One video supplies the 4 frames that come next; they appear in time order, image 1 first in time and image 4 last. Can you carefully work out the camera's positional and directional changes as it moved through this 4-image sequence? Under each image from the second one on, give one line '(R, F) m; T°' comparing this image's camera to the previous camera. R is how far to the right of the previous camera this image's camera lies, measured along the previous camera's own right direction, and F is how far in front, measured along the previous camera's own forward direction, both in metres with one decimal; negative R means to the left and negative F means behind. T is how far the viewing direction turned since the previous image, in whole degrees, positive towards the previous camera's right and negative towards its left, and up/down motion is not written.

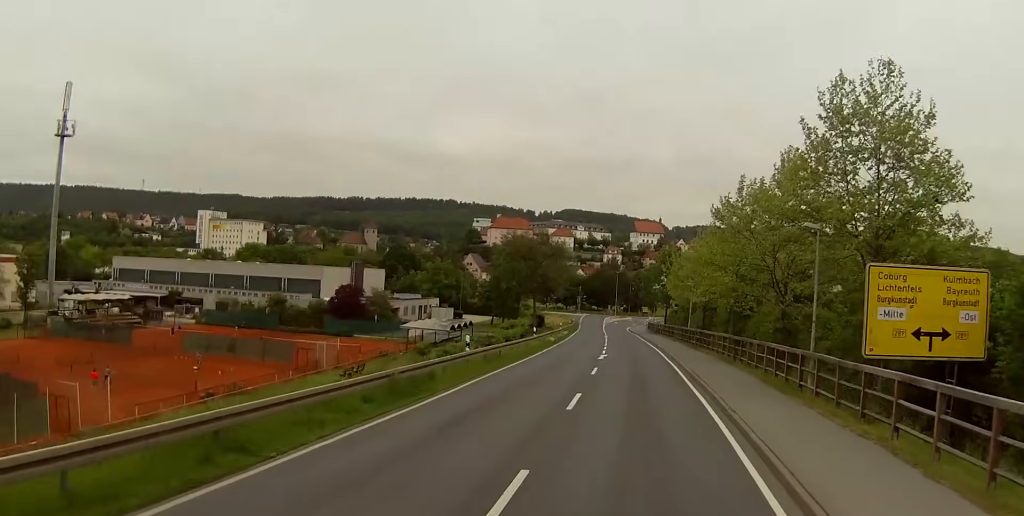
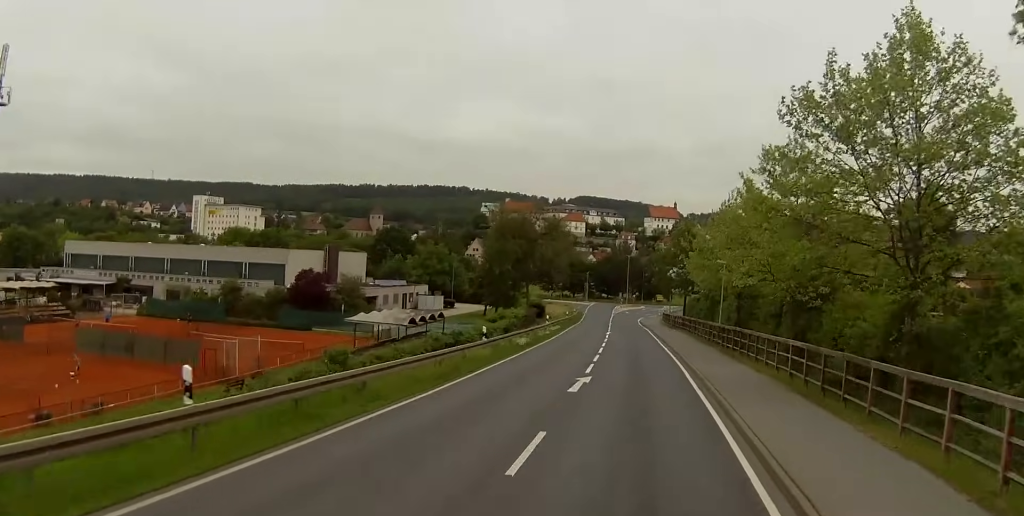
(-0.7, +20.7) m; -1°
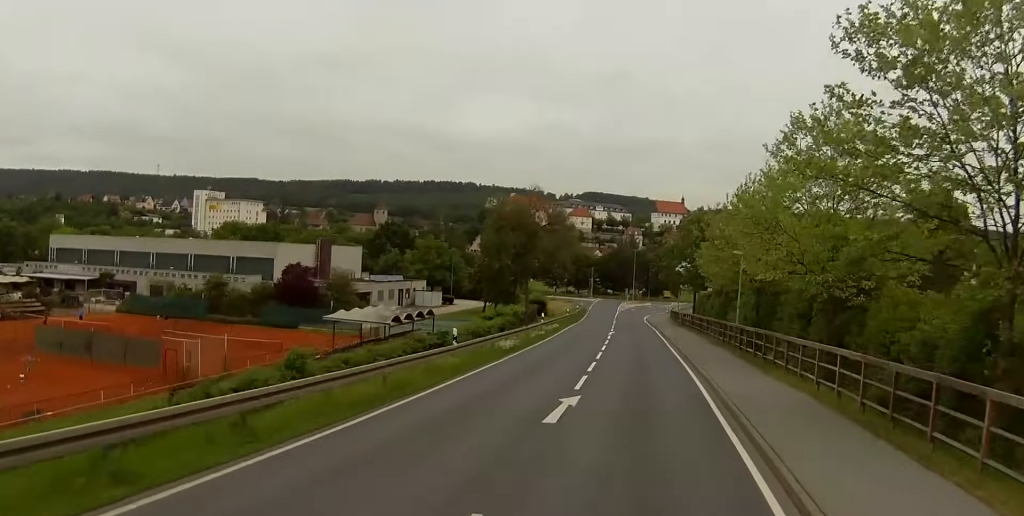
(0.0, +6.4) m; 0°
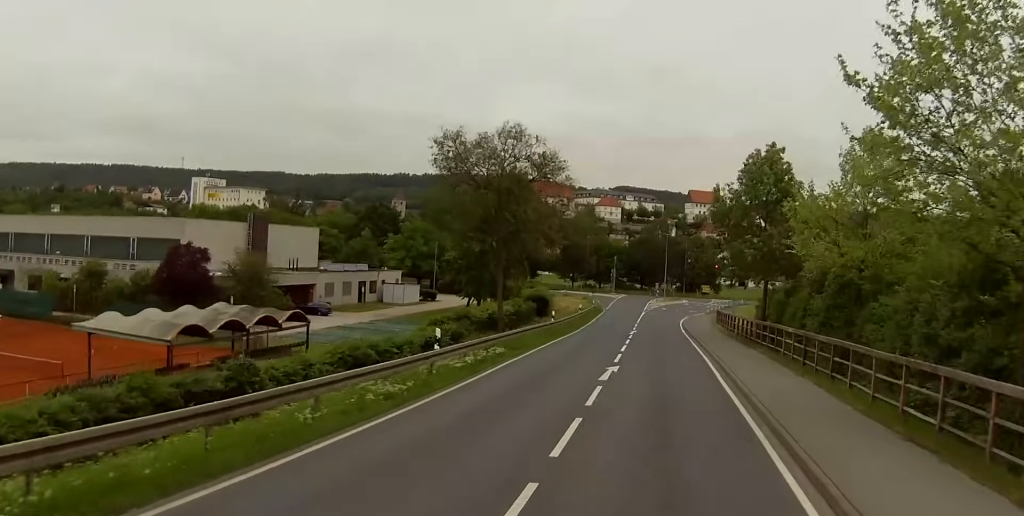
(-0.2, +33.4) m; -2°
